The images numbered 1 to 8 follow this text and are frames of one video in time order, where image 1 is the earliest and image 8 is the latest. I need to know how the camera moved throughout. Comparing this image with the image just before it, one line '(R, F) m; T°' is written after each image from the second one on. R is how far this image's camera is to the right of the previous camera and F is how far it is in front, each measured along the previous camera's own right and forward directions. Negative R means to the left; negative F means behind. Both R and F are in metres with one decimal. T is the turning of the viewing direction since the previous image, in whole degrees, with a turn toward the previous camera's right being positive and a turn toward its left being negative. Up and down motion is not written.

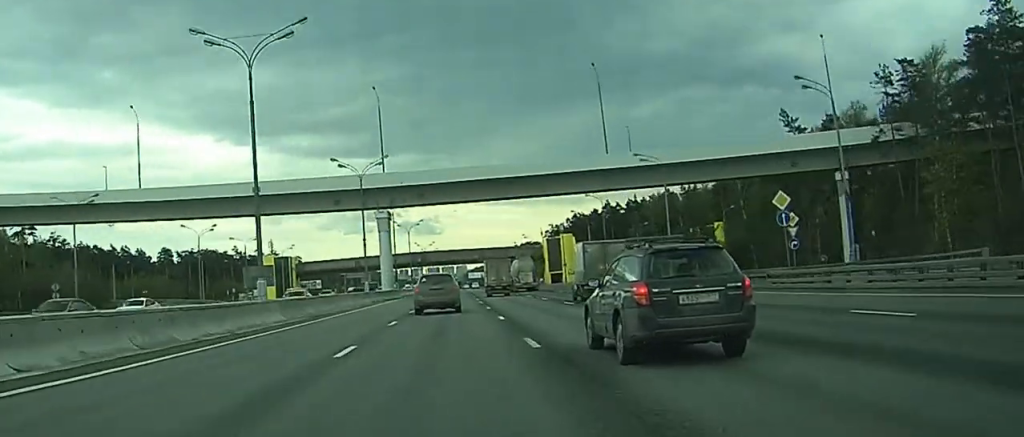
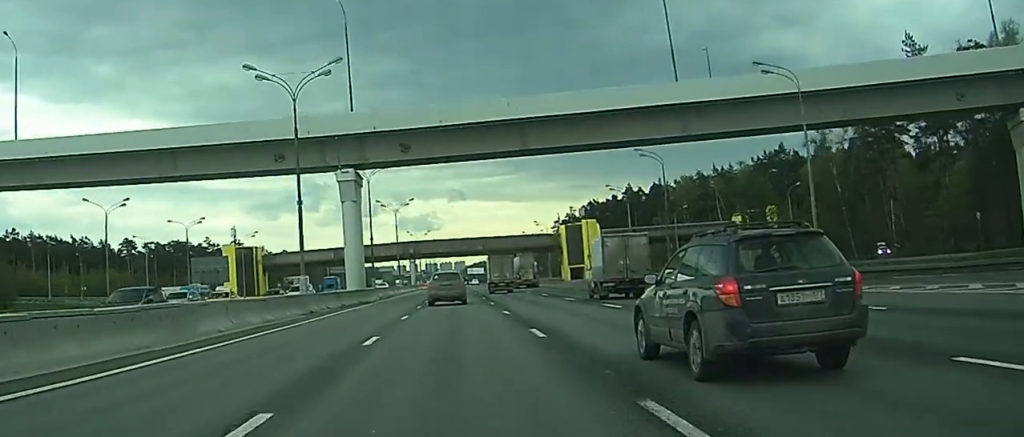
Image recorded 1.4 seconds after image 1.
(0.0, +34.0) m; 0°
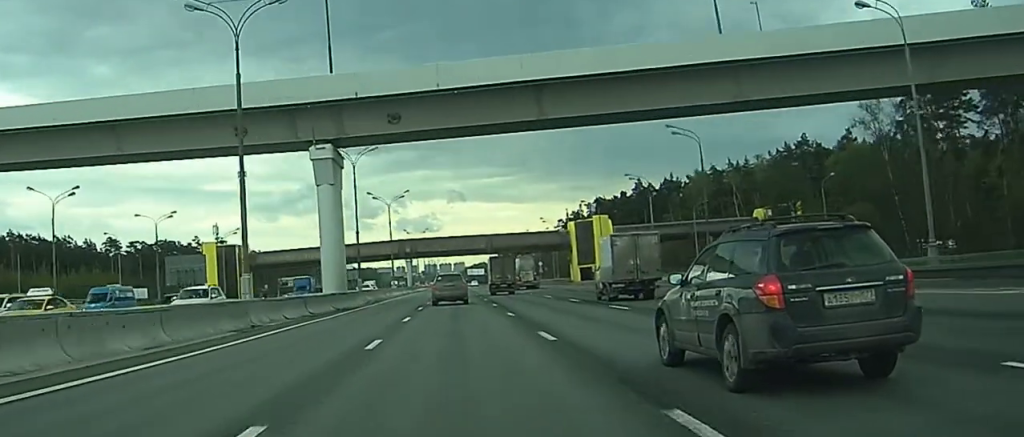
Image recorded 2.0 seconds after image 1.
(0.0, +12.9) m; 0°
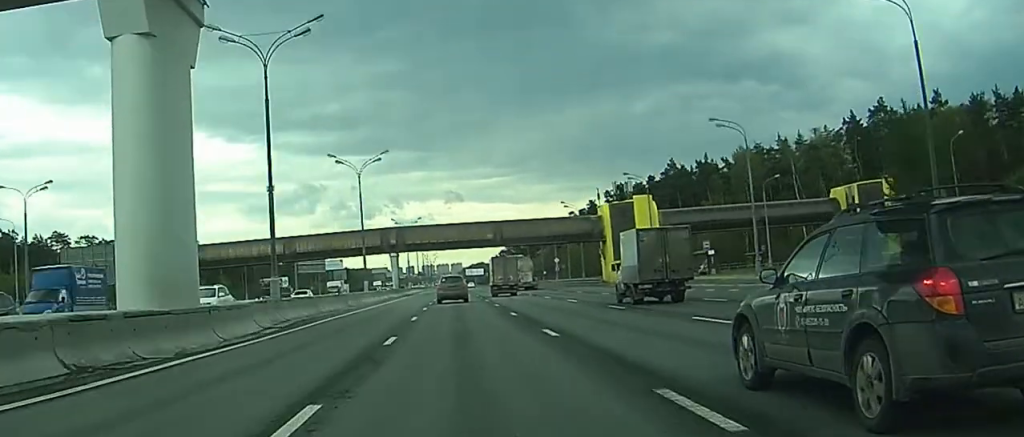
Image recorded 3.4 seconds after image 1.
(+0.3, +35.1) m; +1°
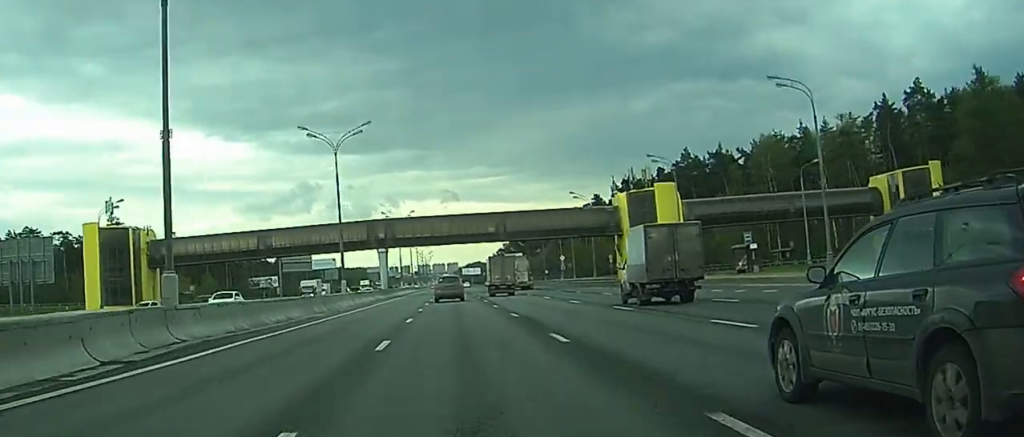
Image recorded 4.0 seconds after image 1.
(0.0, +14.1) m; 0°
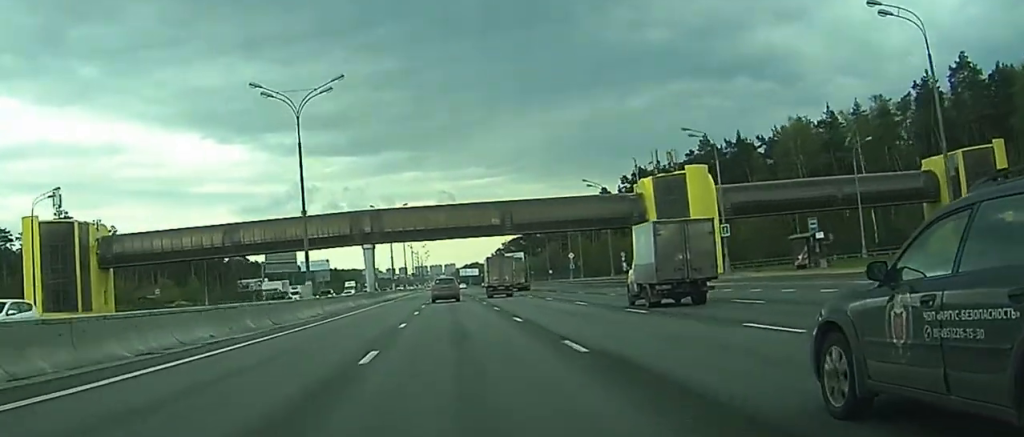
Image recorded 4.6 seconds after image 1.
(0.0, +15.0) m; 0°
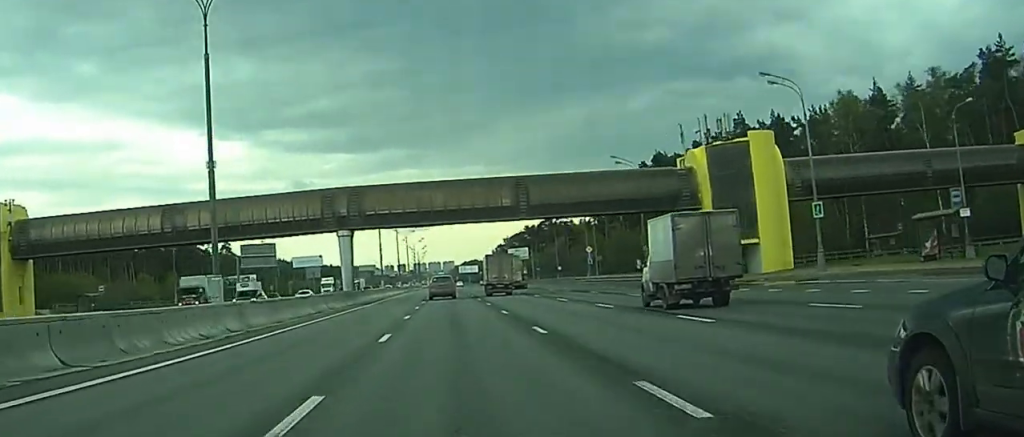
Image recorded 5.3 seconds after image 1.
(0.0, +19.2) m; 0°
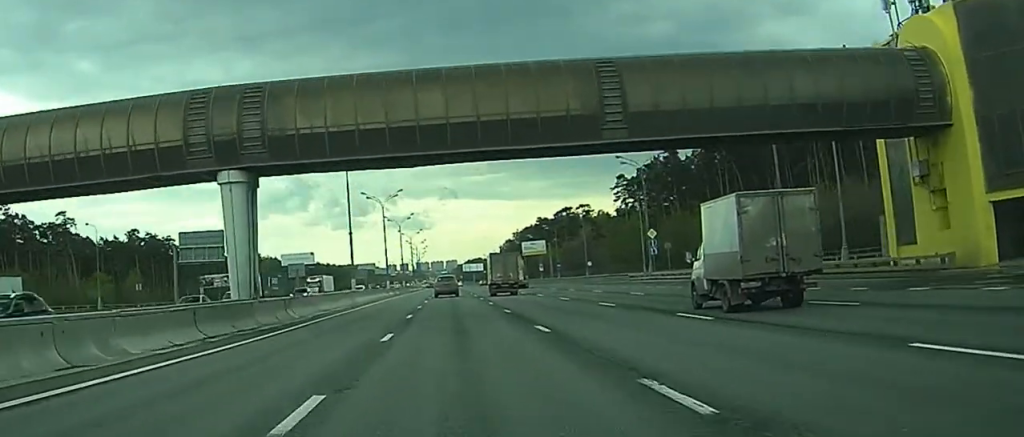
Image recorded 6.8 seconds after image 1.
(-0.1, +36.6) m; 0°
